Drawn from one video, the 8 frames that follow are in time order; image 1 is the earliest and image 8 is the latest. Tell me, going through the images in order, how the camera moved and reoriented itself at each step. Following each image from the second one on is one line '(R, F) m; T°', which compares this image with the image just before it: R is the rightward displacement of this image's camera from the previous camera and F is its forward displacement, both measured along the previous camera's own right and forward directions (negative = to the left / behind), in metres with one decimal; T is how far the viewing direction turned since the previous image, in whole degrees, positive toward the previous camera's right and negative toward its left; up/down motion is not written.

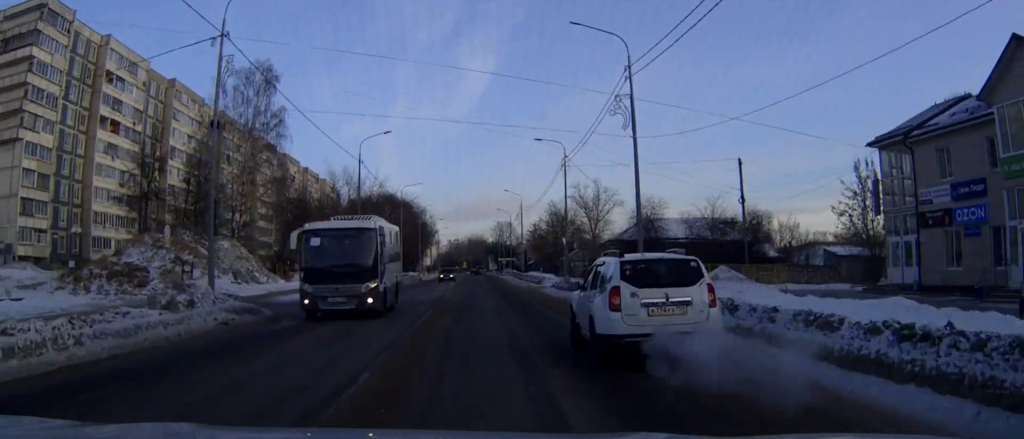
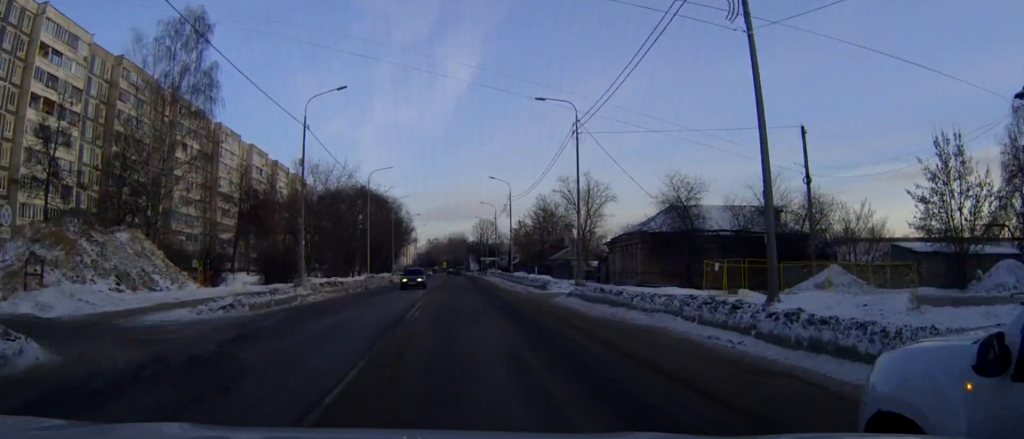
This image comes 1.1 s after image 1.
(+0.1, +13.4) m; +1°
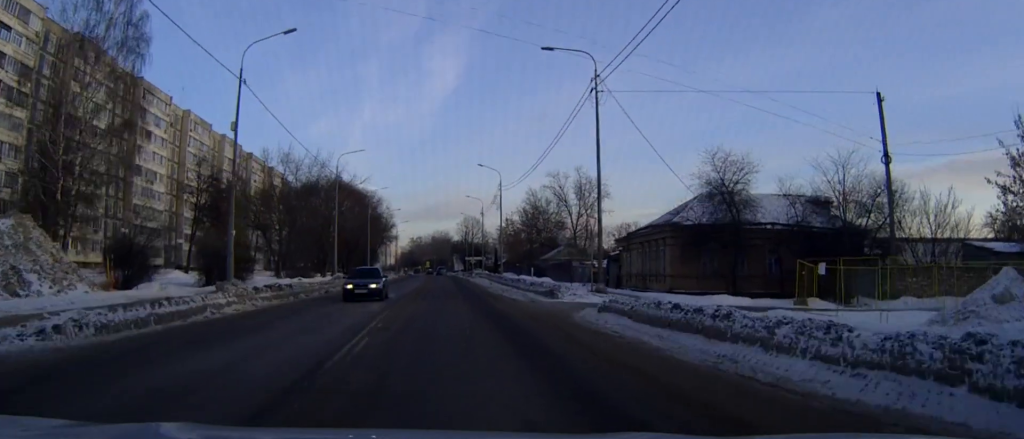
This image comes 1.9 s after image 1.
(+0.1, +9.9) m; +1°
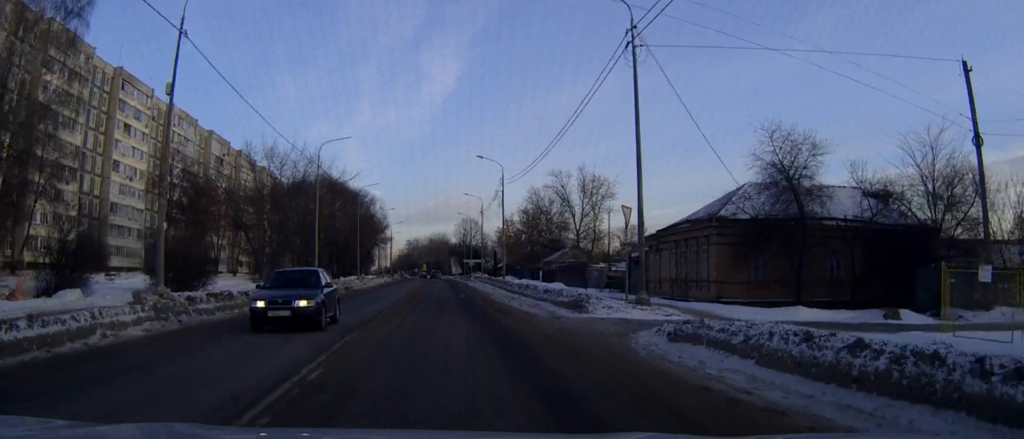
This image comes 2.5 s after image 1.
(0.0, +7.1) m; 0°
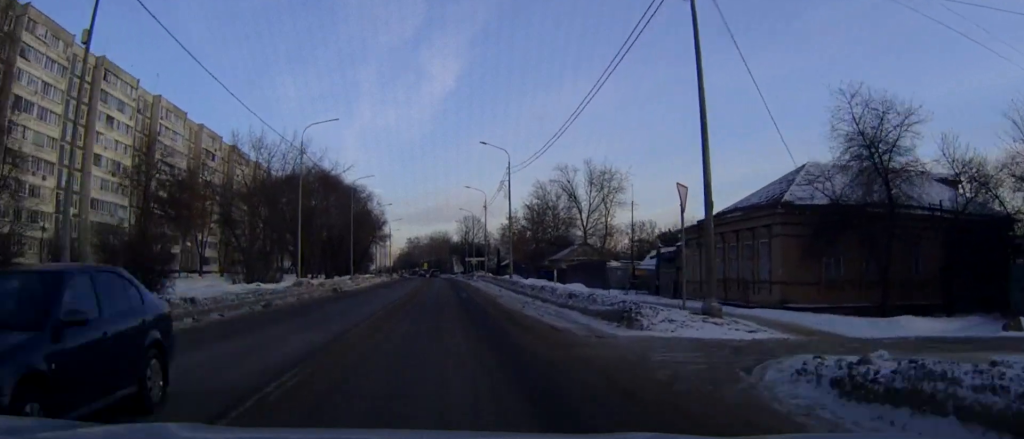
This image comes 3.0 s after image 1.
(0.0, +6.2) m; 0°
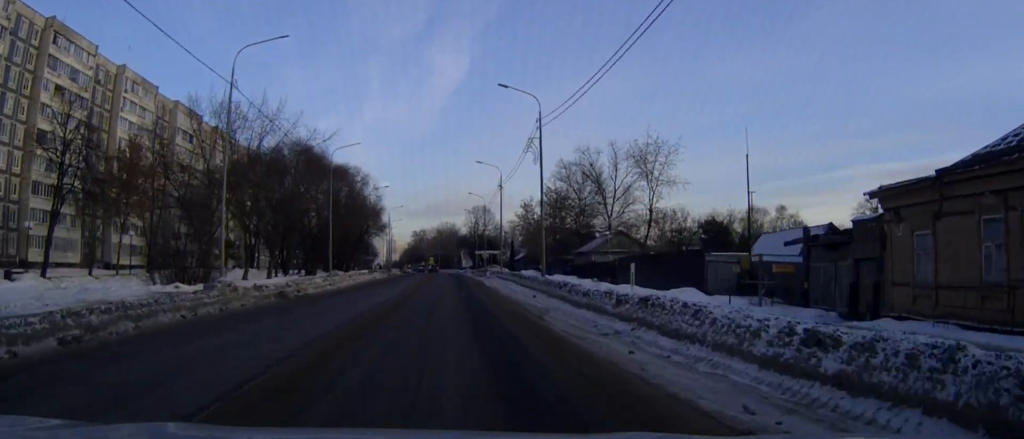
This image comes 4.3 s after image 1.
(0.0, +16.7) m; -1°
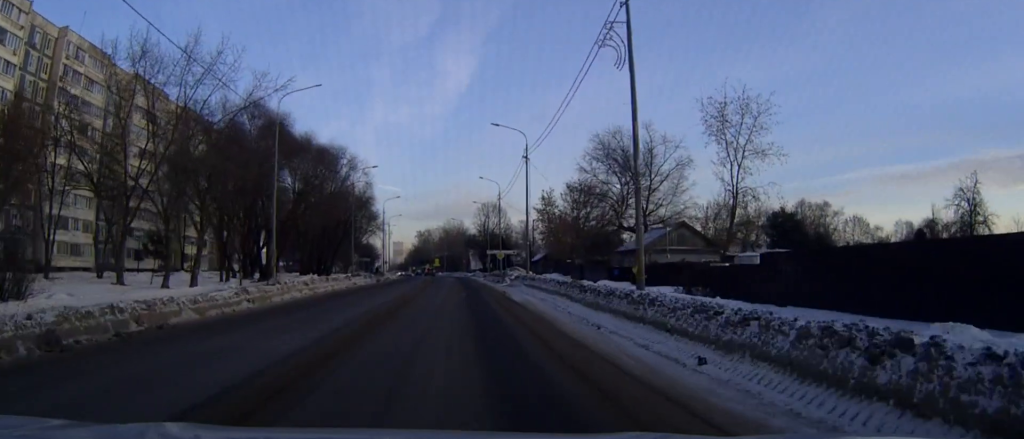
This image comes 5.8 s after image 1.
(-0.4, +19.8) m; -1°
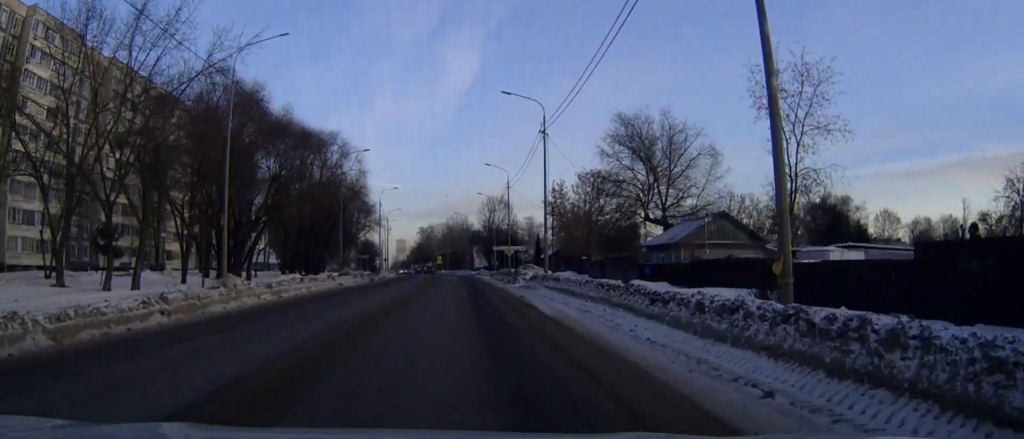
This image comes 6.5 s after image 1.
(0.0, +8.8) m; 0°
